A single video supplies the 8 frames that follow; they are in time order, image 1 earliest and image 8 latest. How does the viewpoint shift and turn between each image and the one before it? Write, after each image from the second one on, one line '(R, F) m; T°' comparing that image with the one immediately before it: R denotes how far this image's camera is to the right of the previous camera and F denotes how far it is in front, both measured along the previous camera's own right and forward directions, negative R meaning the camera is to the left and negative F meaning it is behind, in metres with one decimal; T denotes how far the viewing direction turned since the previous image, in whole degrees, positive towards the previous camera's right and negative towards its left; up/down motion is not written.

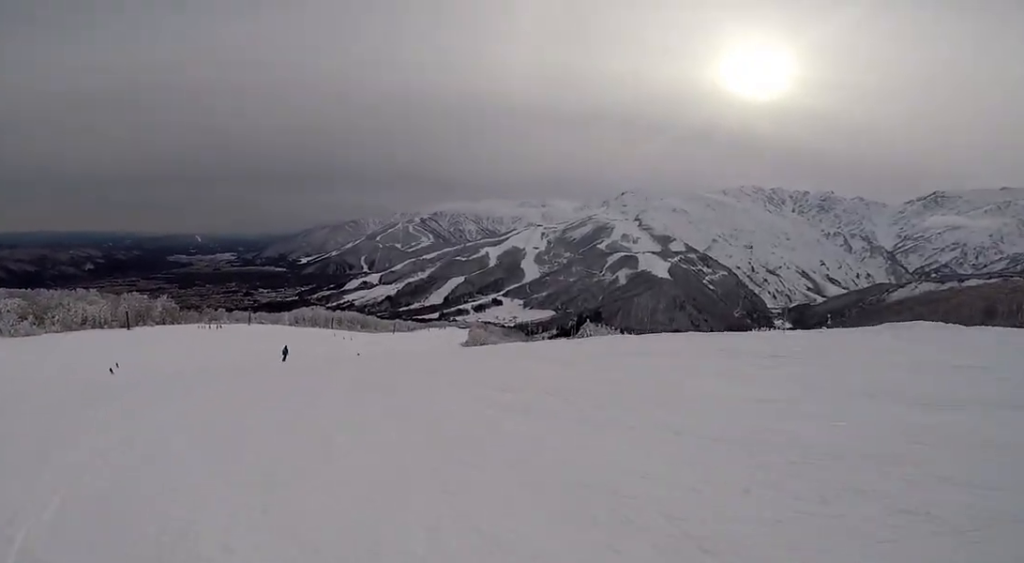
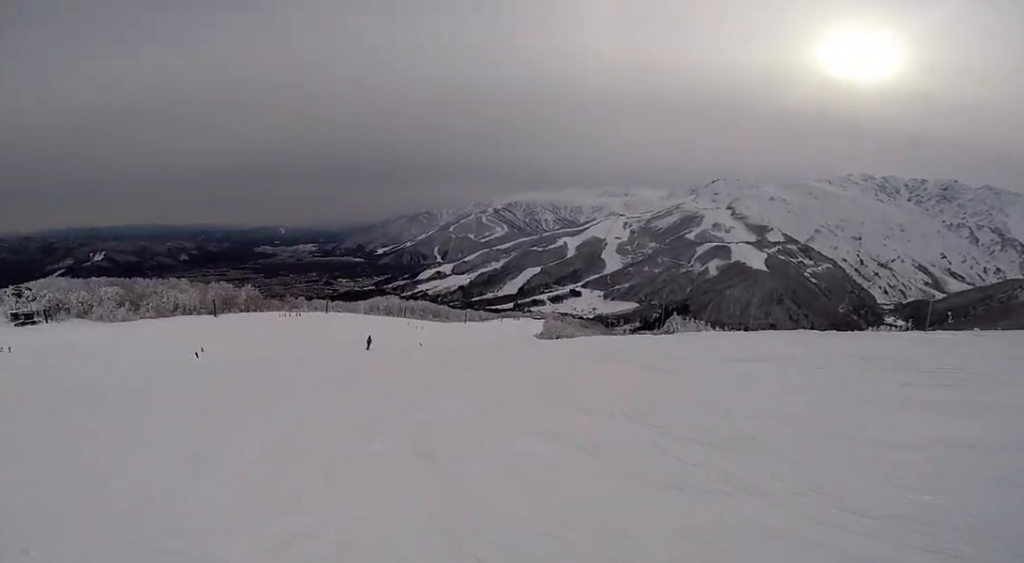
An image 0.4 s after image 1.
(+0.1, +2.3) m; -6°
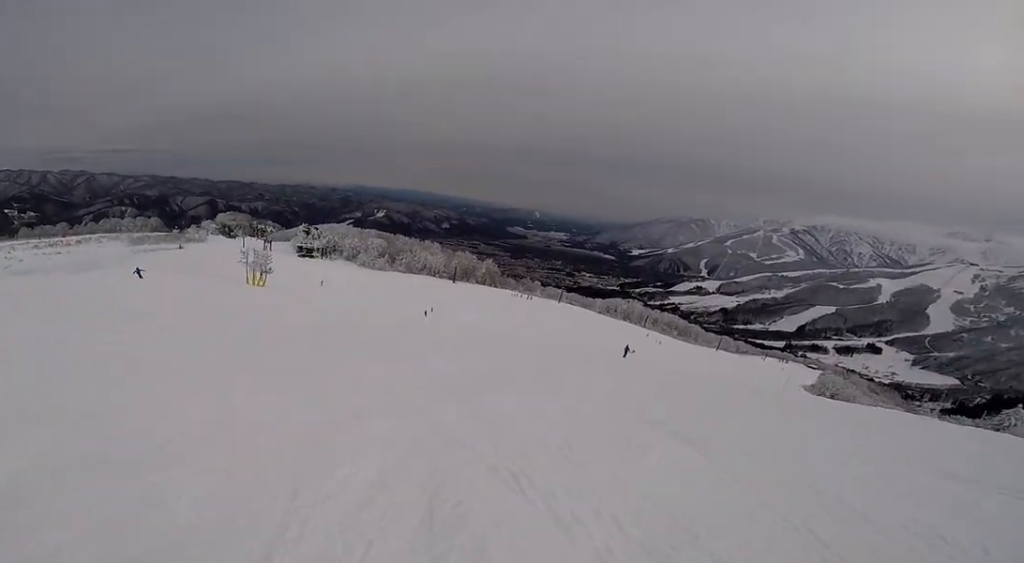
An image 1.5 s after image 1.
(-0.8, +4.5) m; -23°
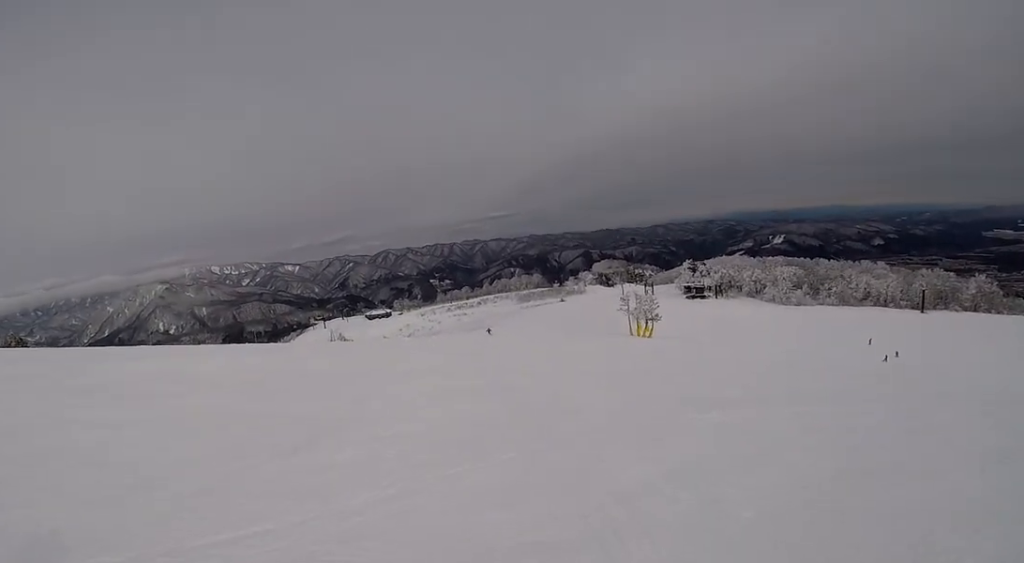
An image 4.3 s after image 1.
(-7.2, +9.7) m; -38°
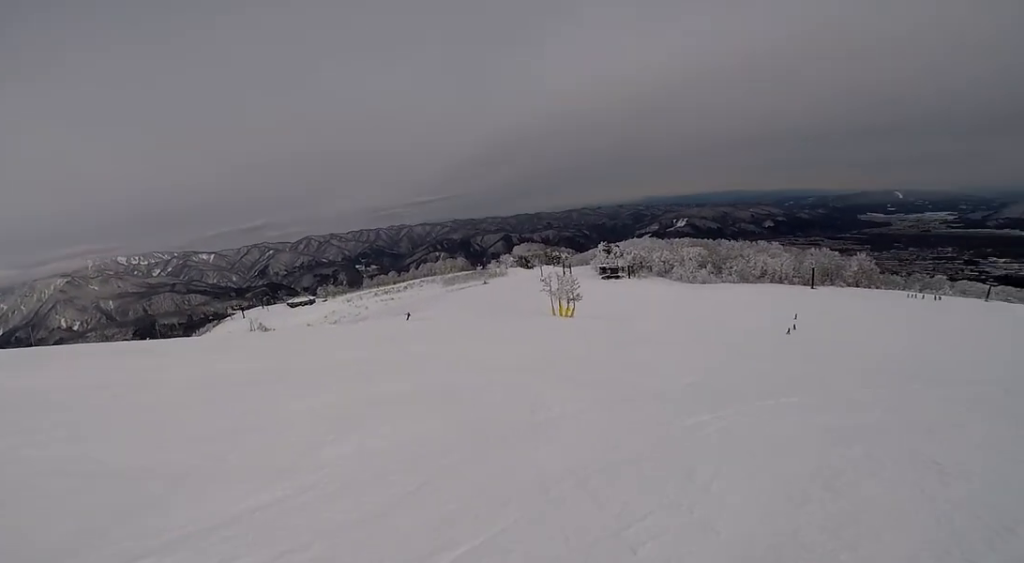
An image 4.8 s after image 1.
(+0.4, +2.6) m; +14°
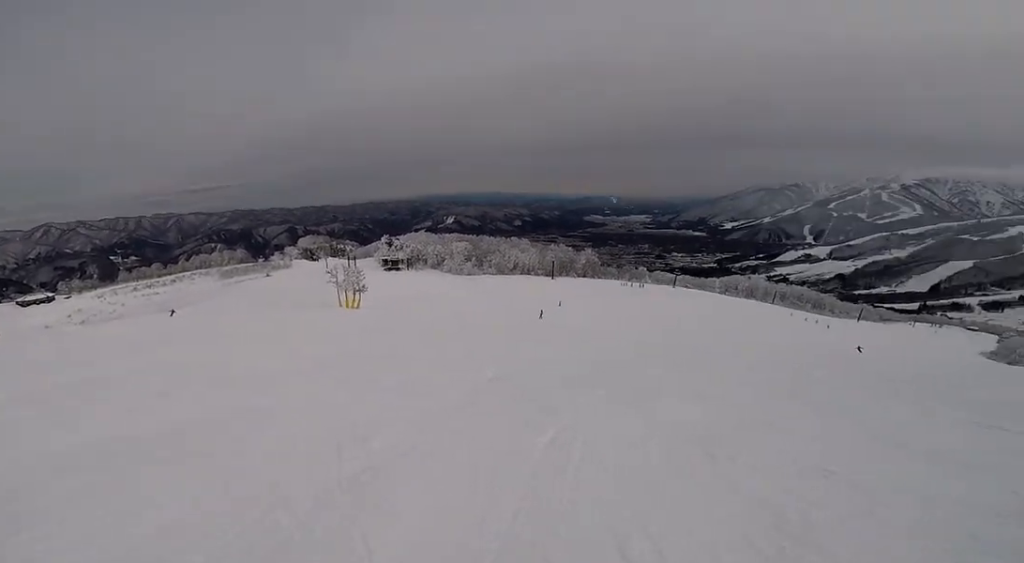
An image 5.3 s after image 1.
(0.0, +2.3) m; +15°
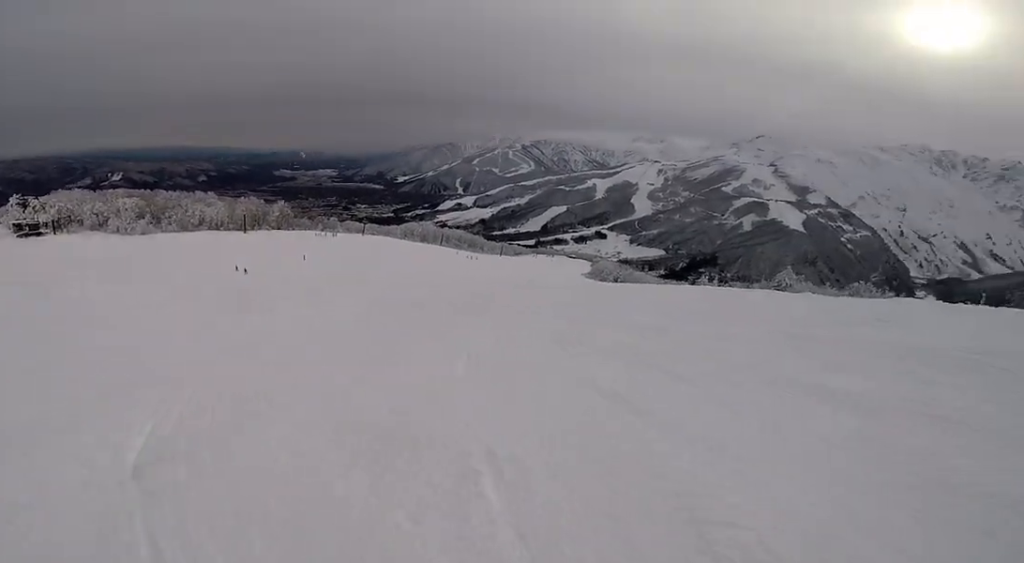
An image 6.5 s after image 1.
(+1.8, +6.1) m; +21°
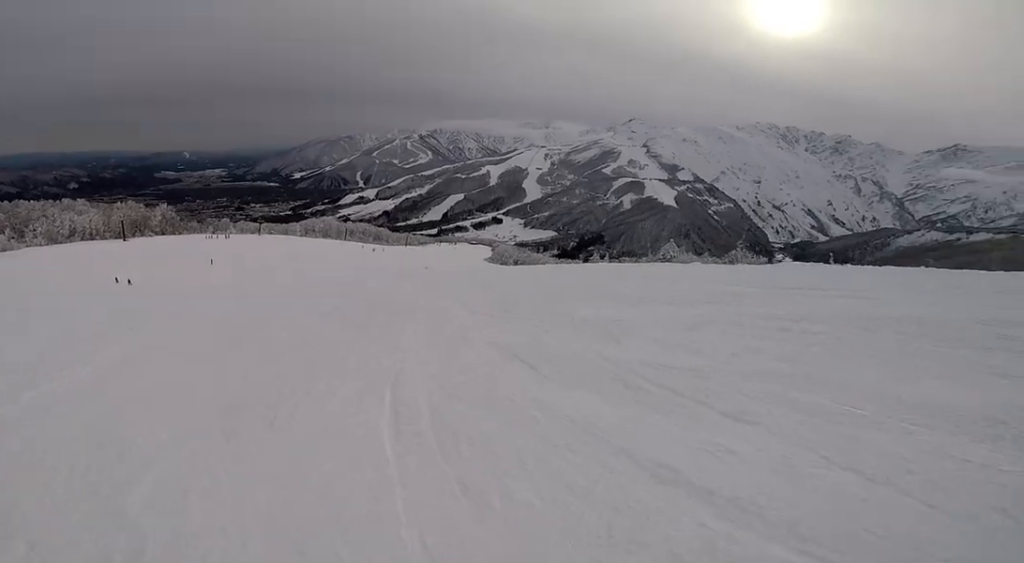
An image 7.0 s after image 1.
(-0.1, +2.4) m; +5°
